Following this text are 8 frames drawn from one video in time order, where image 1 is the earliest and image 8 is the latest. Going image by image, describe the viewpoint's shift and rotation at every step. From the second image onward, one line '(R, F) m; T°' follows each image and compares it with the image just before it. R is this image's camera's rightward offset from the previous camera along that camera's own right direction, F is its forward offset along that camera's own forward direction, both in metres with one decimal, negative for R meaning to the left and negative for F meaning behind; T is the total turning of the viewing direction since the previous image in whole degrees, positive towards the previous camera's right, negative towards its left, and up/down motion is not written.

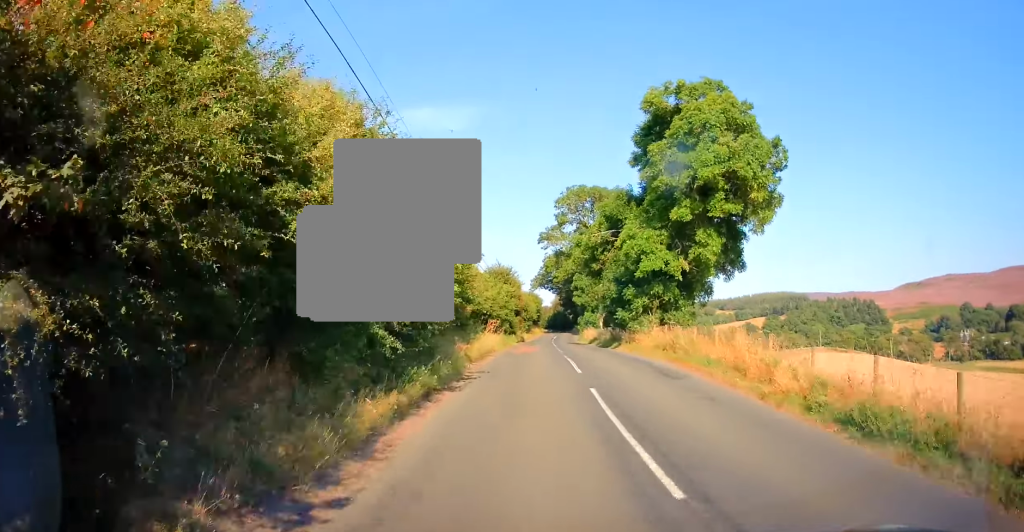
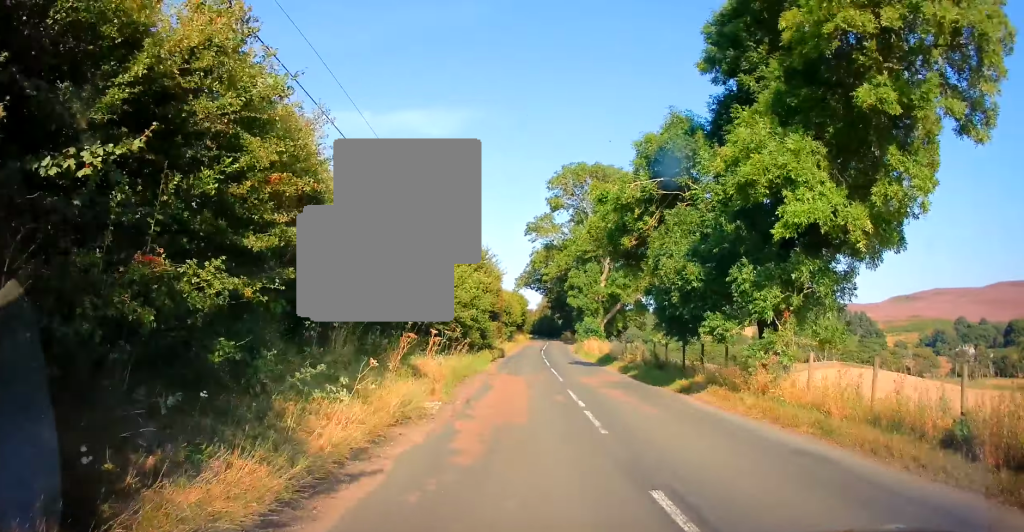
(-0.1, +14.4) m; 0°
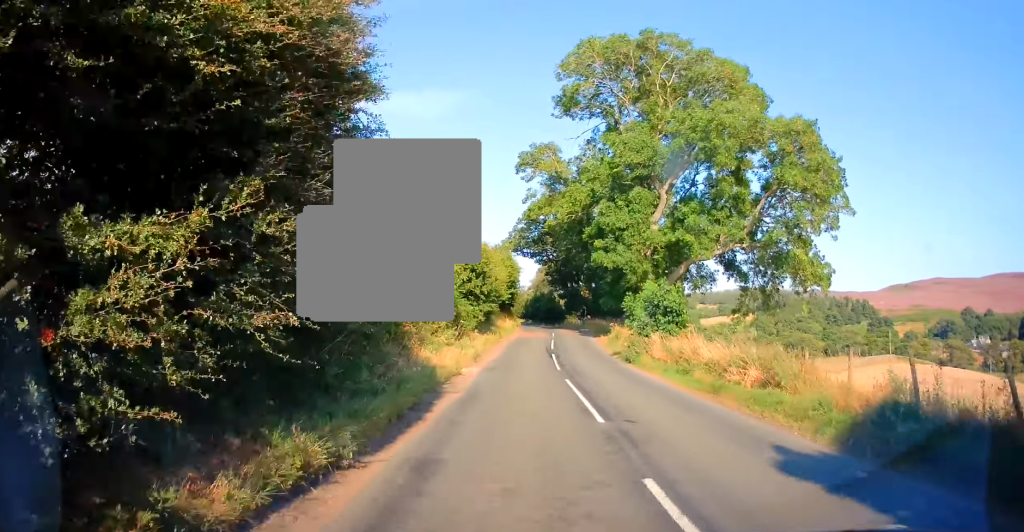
(+1.4, +26.4) m; +5°
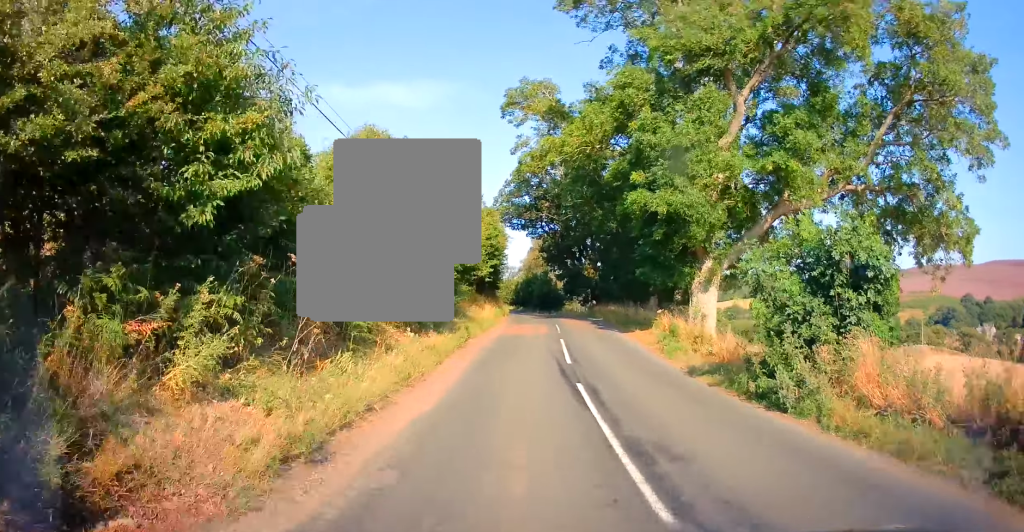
(-0.3, +13.1) m; -1°
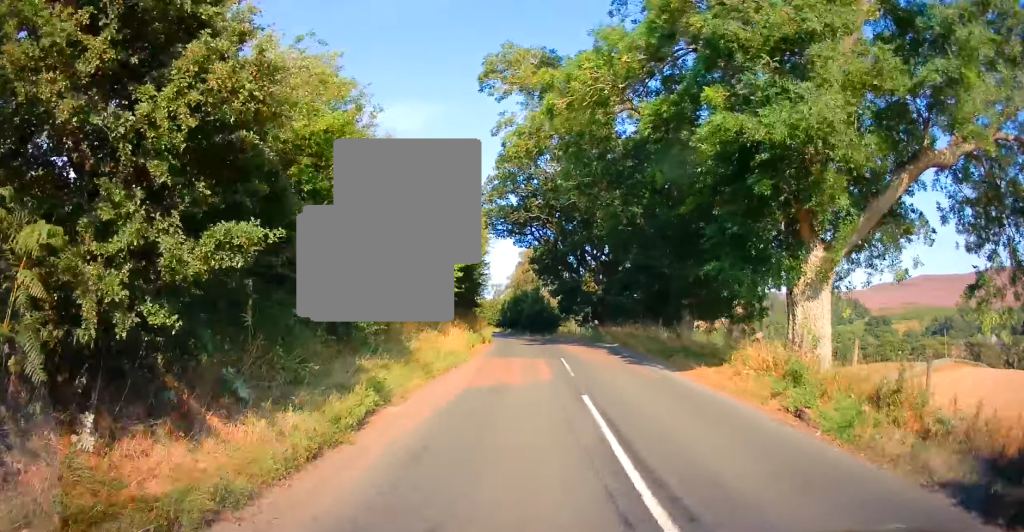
(+0.1, +8.9) m; 0°
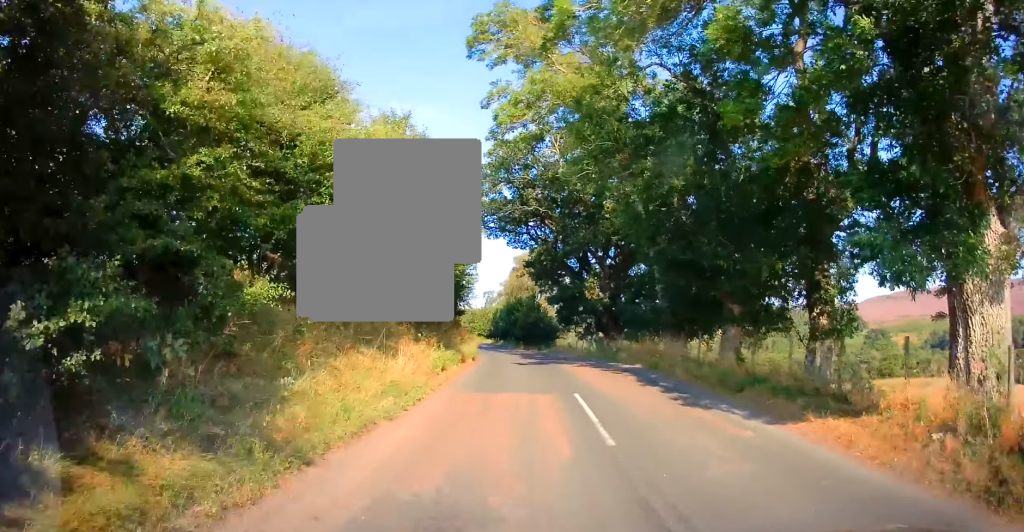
(0.0, +5.7) m; 0°
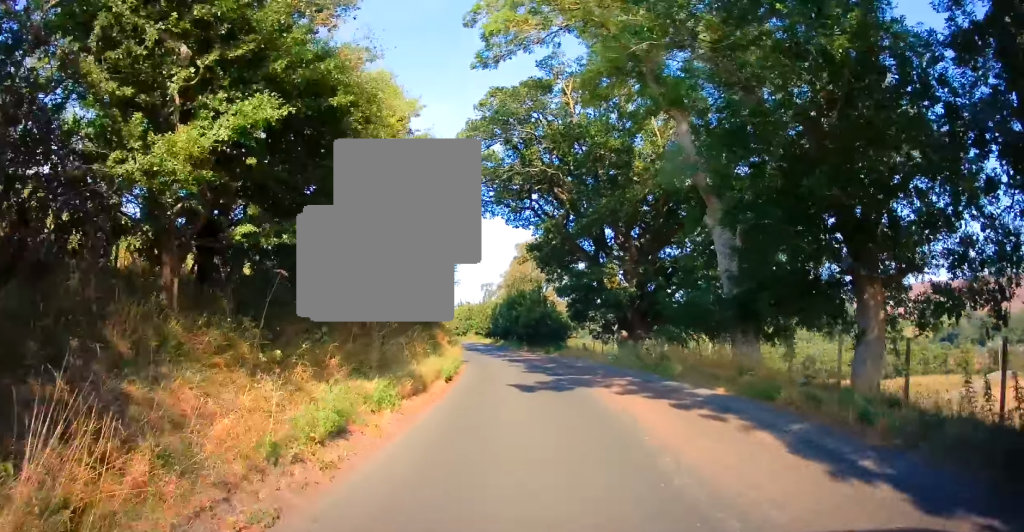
(0.0, +7.8) m; 0°
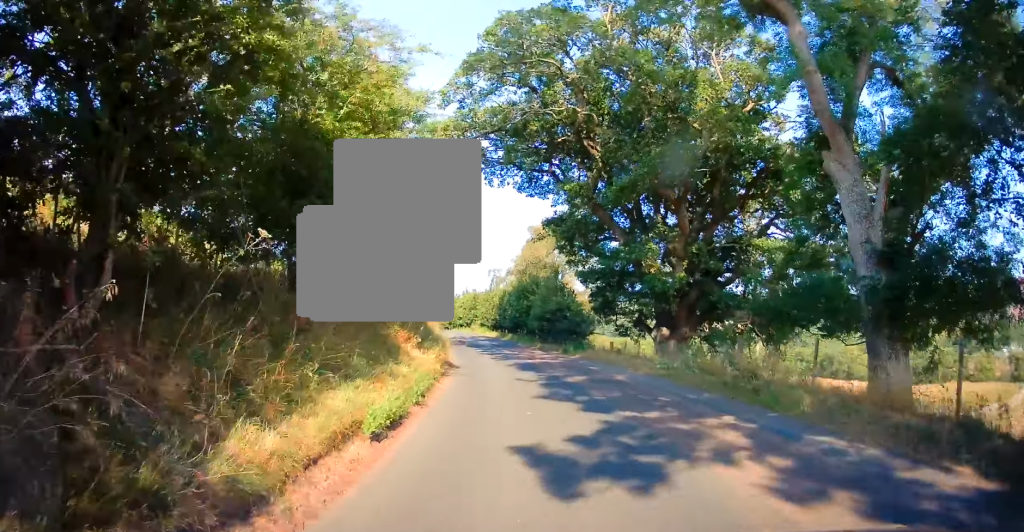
(0.0, +6.9) m; 0°
